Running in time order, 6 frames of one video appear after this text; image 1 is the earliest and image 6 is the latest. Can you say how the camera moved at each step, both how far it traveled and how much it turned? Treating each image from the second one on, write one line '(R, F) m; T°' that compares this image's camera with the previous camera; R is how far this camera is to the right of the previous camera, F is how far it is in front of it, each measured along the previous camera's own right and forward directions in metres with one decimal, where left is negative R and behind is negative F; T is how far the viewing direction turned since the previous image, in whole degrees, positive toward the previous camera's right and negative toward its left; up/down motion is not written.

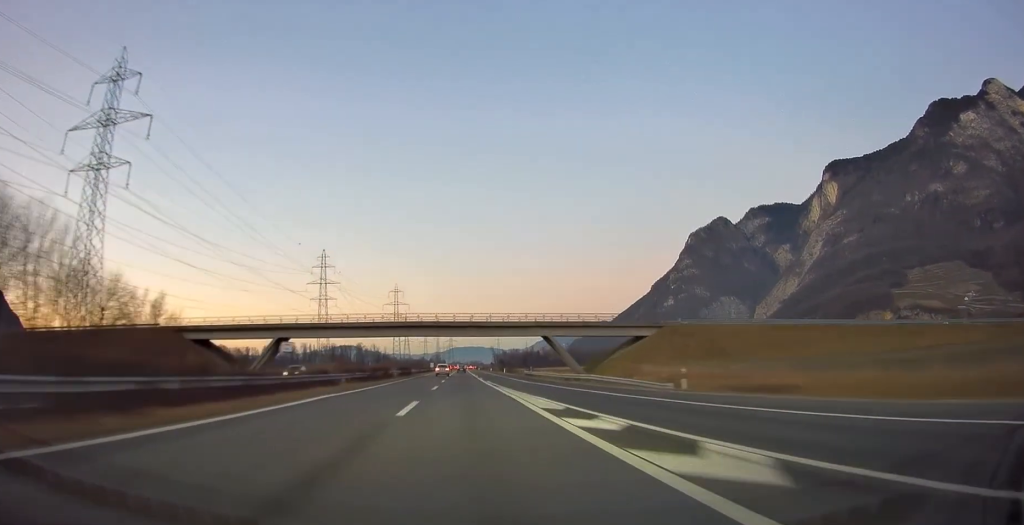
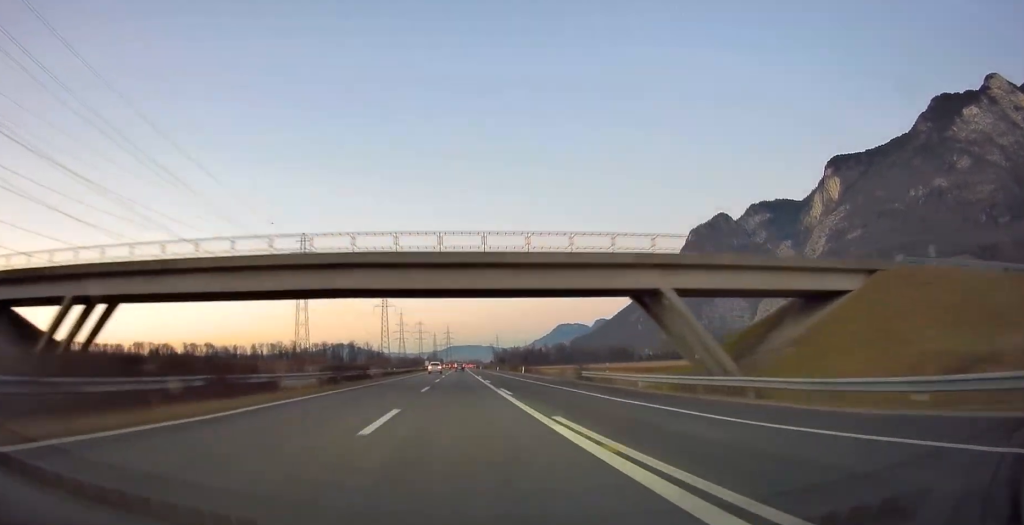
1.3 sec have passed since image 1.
(0.0, +41.0) m; 0°
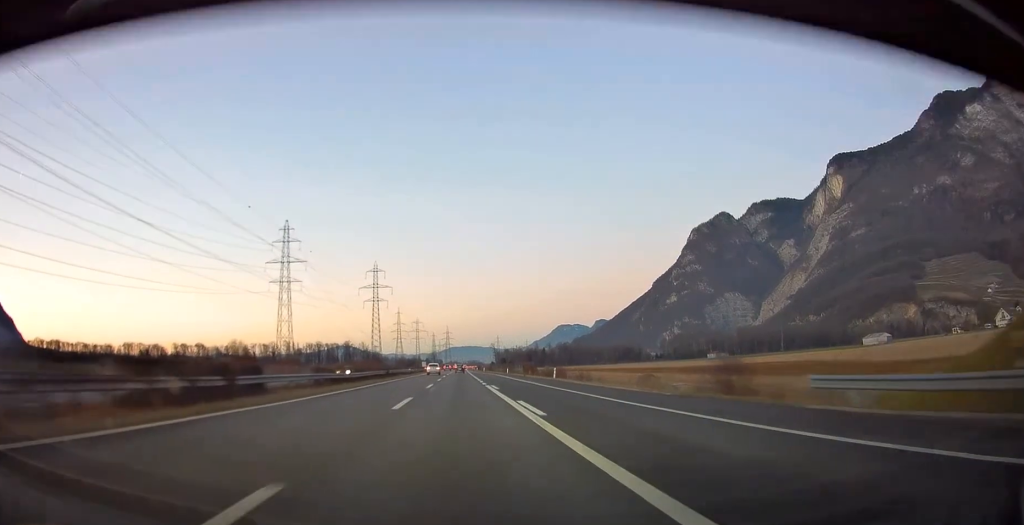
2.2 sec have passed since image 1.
(+0.1, +29.2) m; 0°
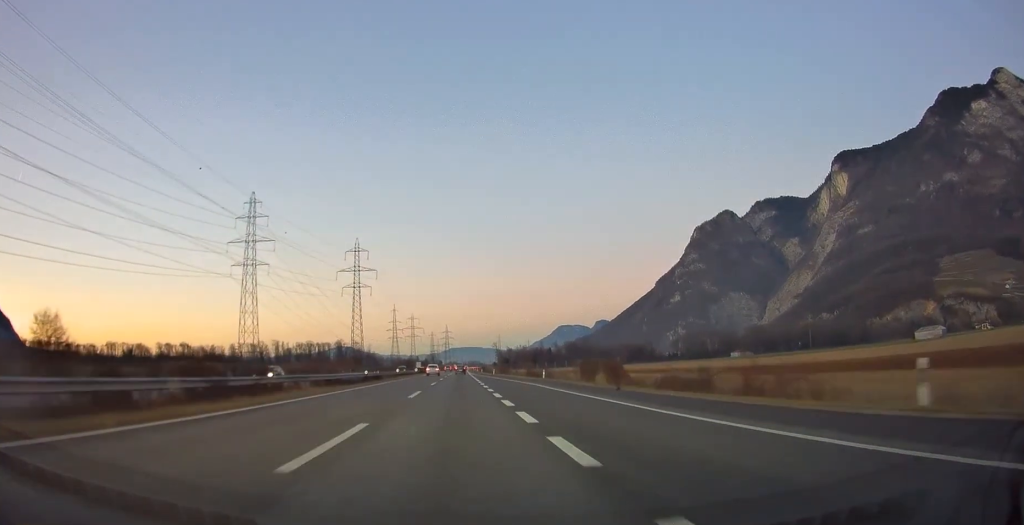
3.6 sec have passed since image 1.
(0.0, +46.4) m; 0°
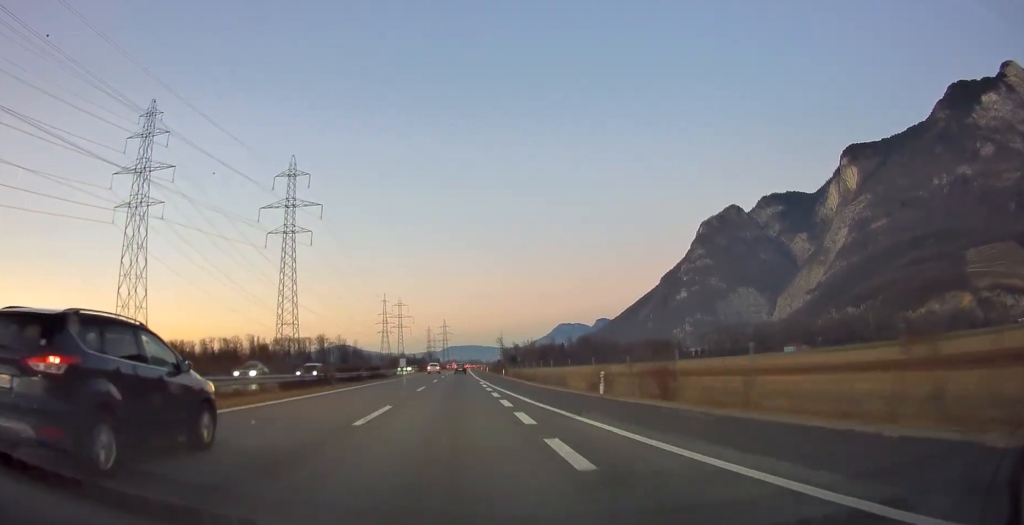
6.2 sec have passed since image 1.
(+0.1, +85.3) m; 0°
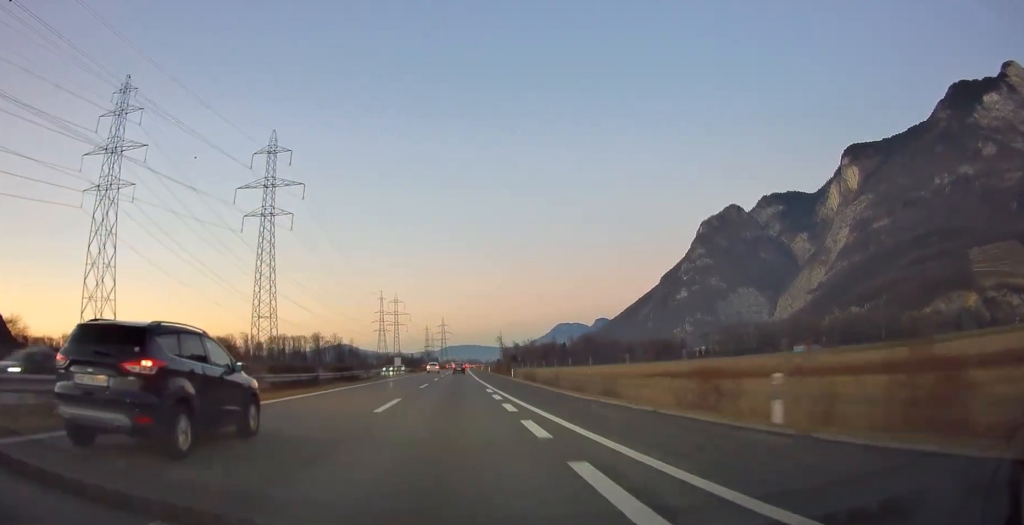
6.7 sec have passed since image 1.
(0.0, +14.0) m; 0°
